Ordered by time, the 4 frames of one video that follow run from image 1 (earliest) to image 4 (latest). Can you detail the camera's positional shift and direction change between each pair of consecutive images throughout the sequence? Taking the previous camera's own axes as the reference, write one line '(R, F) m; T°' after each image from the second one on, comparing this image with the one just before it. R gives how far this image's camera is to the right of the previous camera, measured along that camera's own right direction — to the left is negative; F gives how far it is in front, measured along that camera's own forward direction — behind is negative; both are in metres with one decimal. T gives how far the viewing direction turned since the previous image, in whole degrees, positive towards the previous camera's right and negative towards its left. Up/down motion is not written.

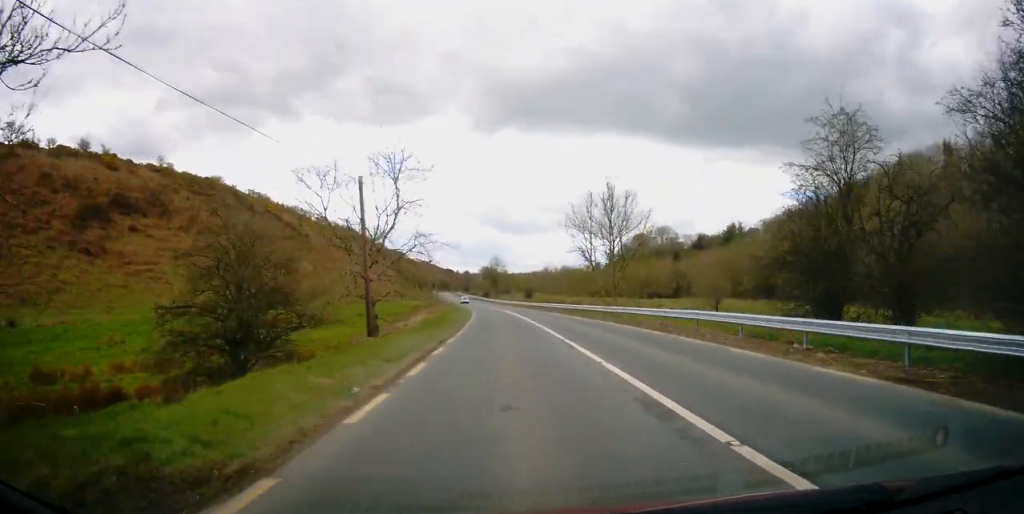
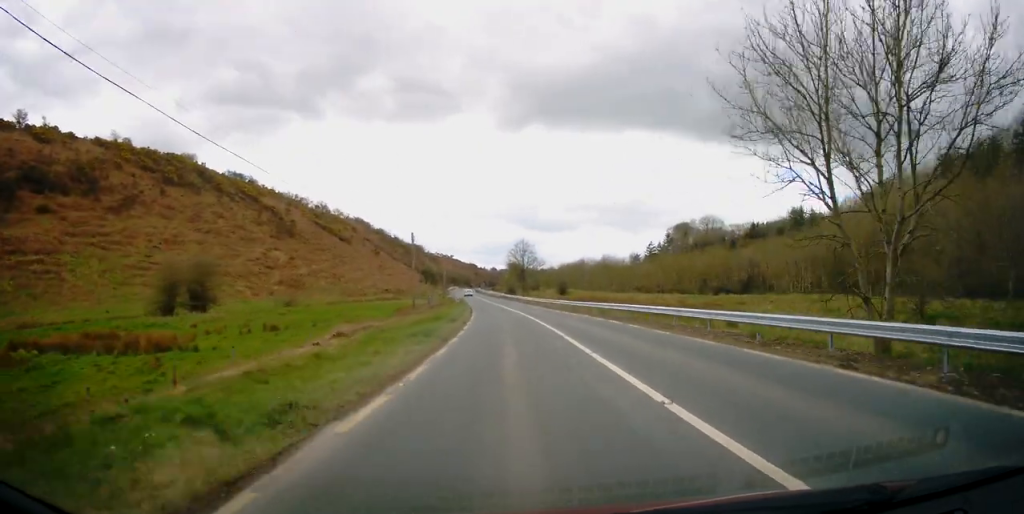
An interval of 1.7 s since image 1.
(-0.9, +36.6) m; -2°
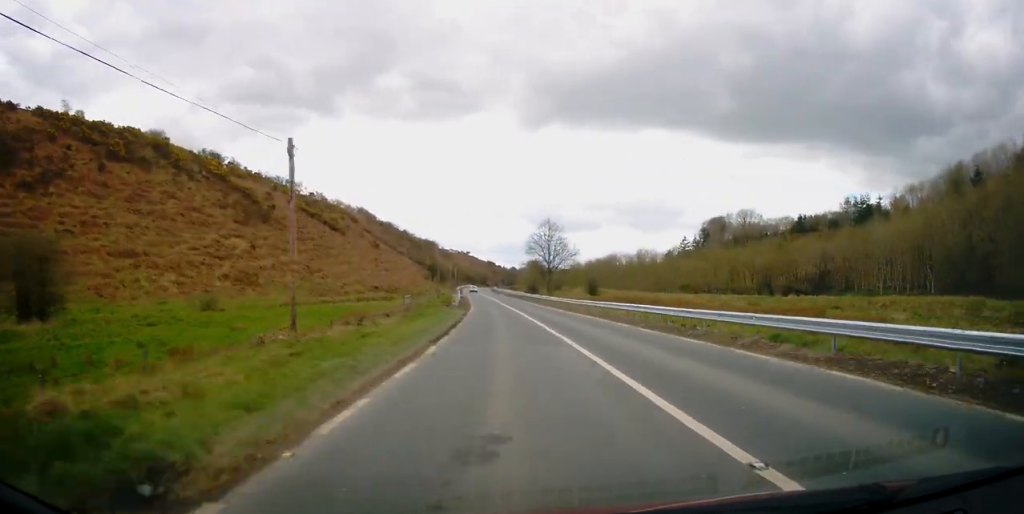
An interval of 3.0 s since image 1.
(-0.3, +28.4) m; -2°
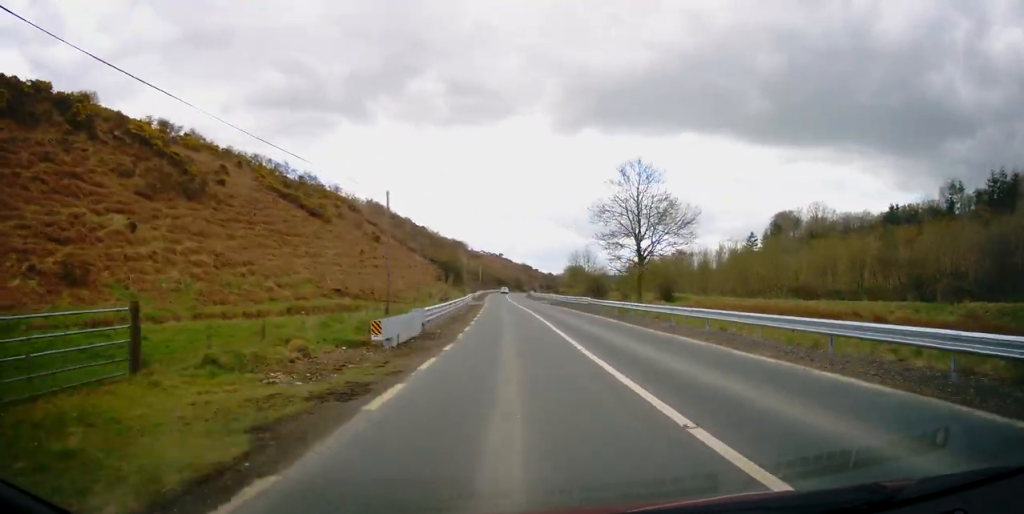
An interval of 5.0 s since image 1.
(-1.6, +44.0) m; -3°
